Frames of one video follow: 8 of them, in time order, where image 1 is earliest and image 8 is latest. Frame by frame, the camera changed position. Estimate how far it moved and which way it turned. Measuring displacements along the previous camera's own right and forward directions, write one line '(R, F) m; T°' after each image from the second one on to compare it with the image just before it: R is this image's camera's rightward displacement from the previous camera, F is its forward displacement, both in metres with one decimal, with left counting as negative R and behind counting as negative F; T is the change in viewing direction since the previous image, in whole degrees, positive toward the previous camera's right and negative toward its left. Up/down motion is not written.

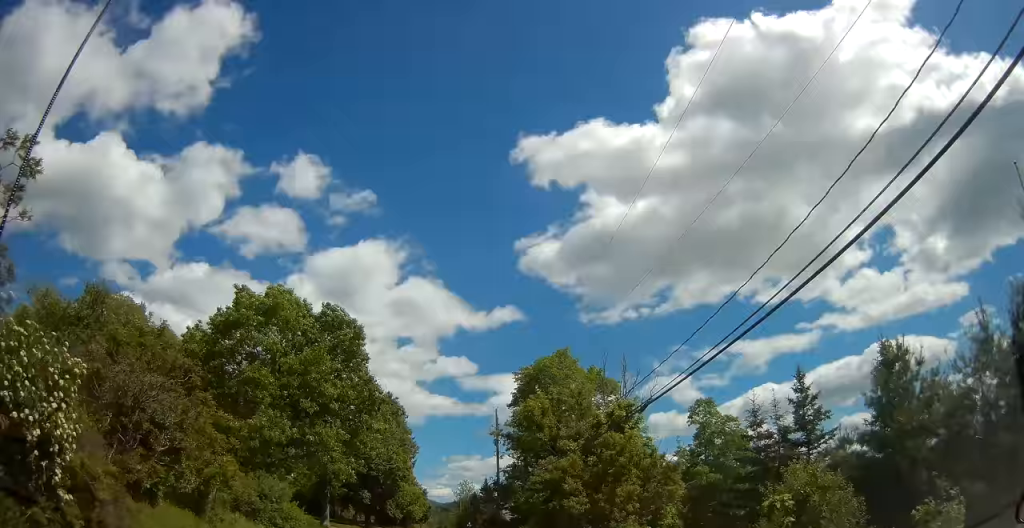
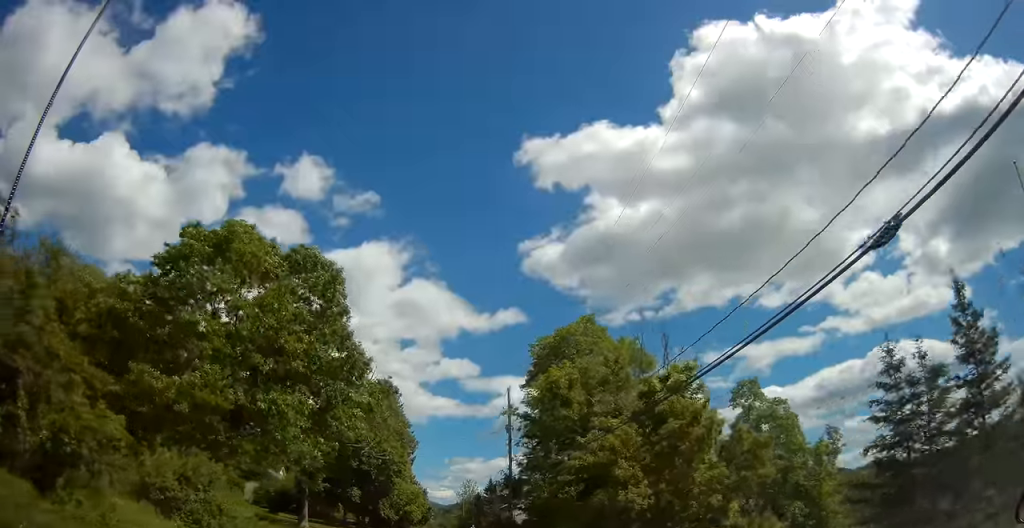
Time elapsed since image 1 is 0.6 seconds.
(+0.1, +8.5) m; 0°
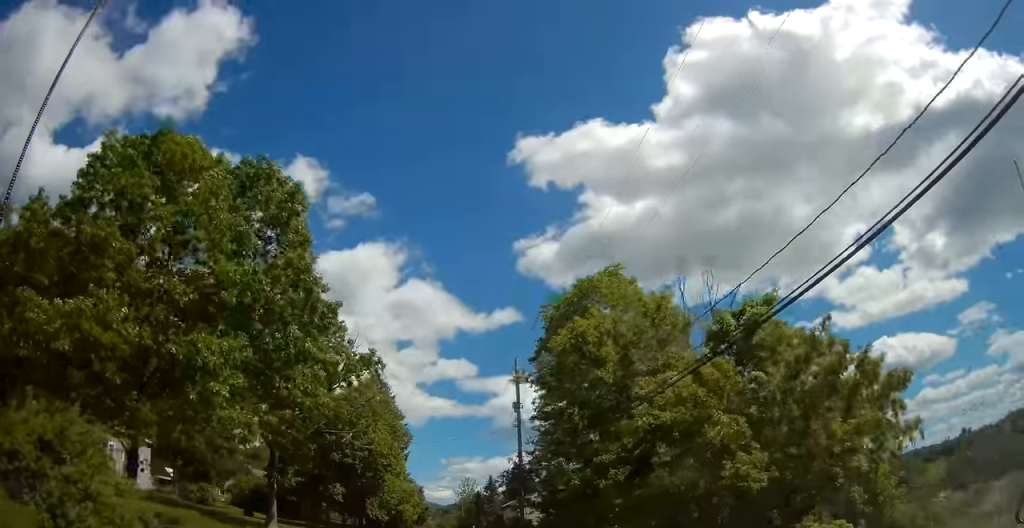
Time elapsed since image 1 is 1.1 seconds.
(-0.1, +7.6) m; 0°
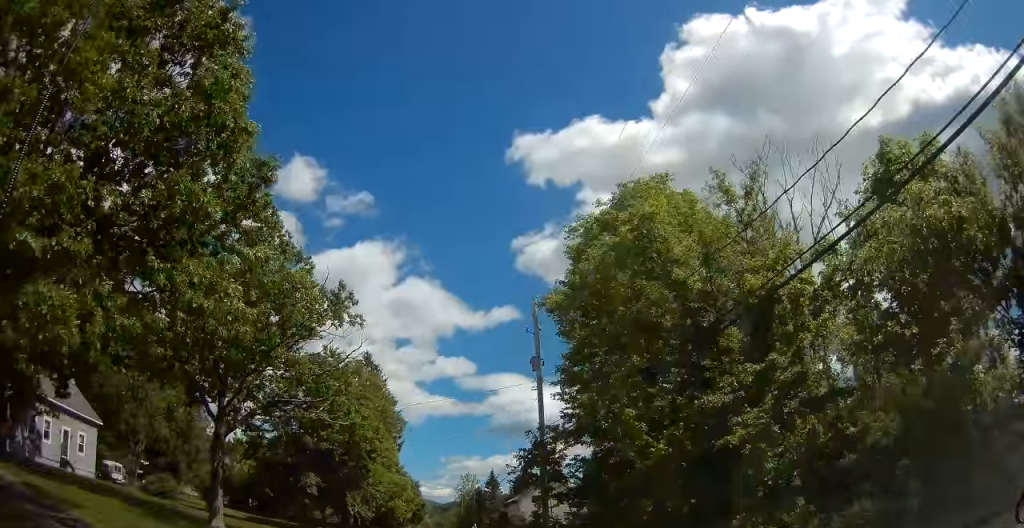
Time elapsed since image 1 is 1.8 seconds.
(-0.1, +9.0) m; 0°
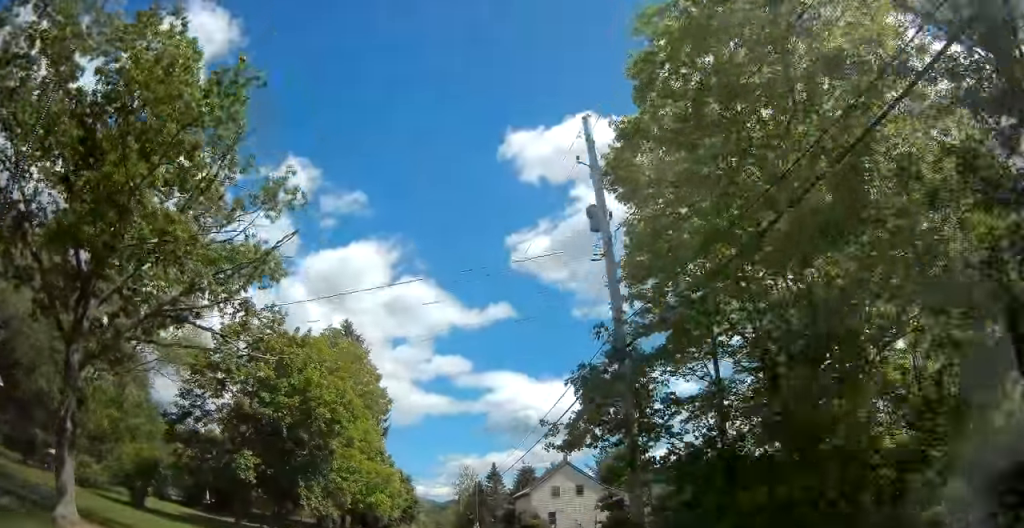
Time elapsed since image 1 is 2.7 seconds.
(0.0, +12.7) m; +1°
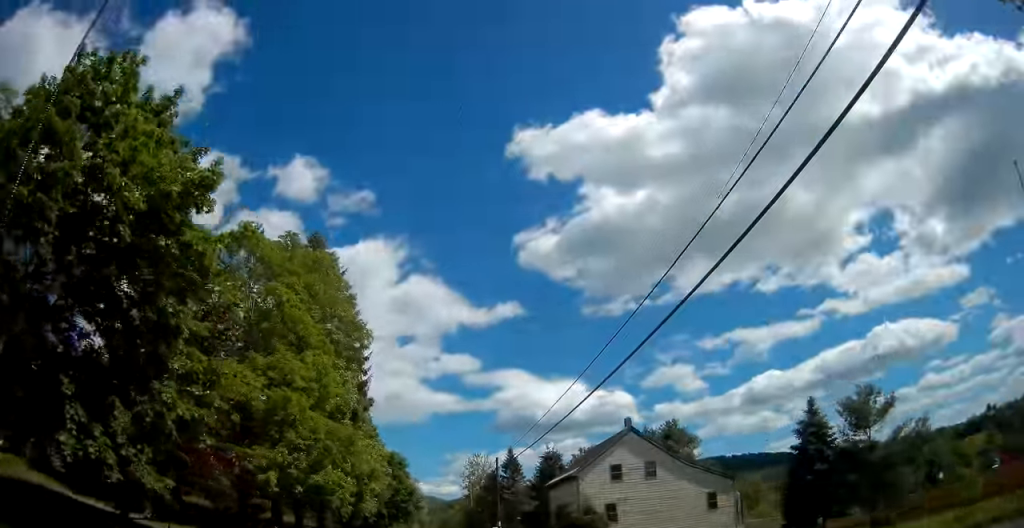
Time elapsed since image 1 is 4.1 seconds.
(+0.3, +20.4) m; 0°
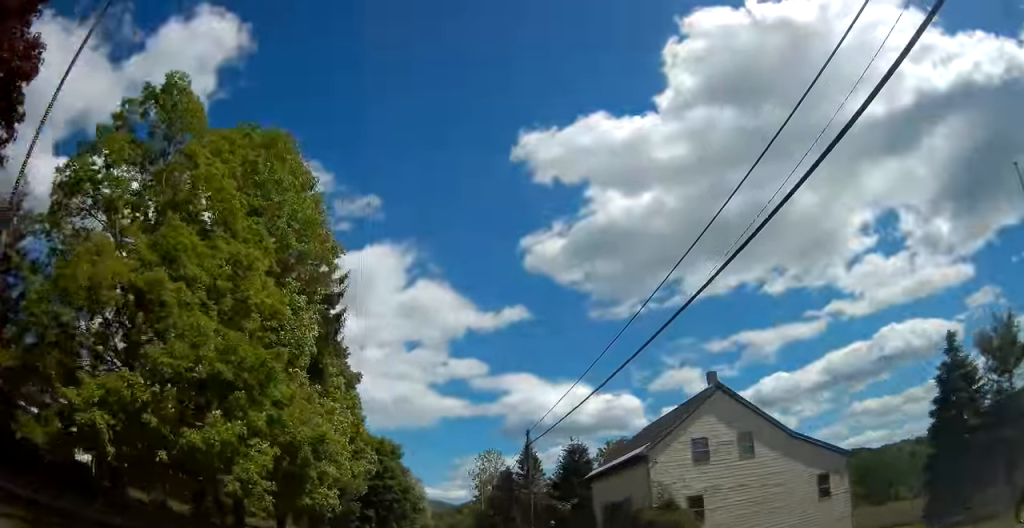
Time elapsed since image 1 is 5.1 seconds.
(-0.2, +13.3) m; -2°
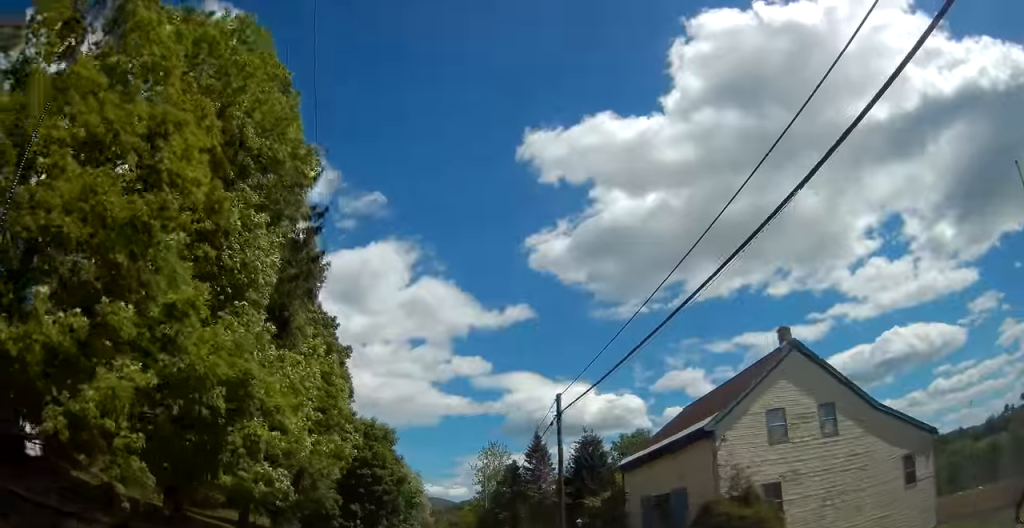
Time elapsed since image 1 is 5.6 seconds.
(0.0, +6.9) m; -1°
